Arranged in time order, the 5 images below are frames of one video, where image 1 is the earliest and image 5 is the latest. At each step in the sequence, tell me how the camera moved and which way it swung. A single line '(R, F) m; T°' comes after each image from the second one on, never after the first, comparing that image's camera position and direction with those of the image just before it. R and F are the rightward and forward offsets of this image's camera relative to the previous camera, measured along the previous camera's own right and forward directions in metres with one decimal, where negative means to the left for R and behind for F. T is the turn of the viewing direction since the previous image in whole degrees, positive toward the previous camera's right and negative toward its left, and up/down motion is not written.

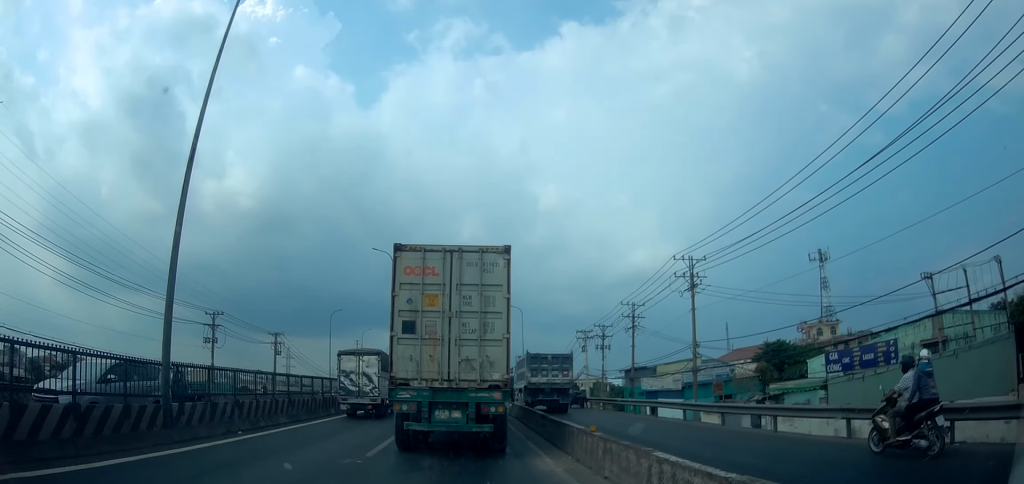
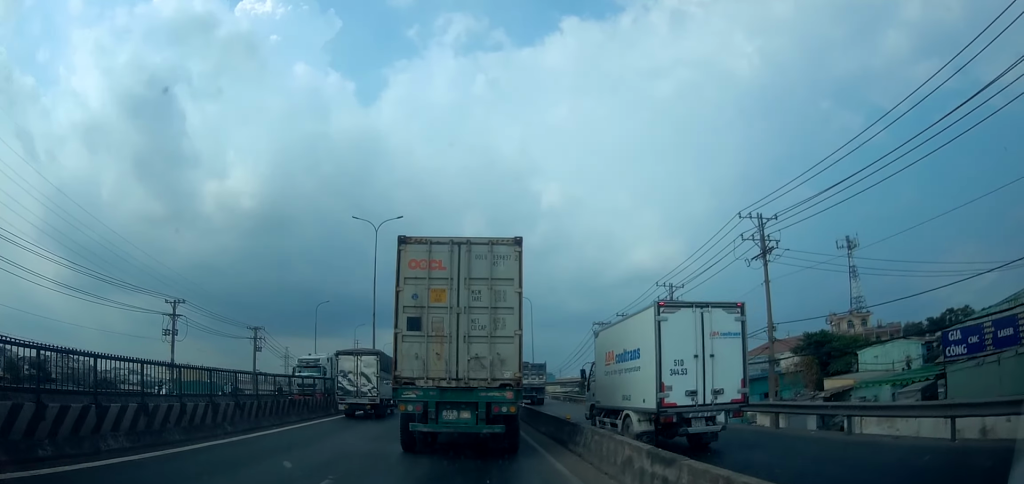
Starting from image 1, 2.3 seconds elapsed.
(+0.2, +9.1) m; 0°
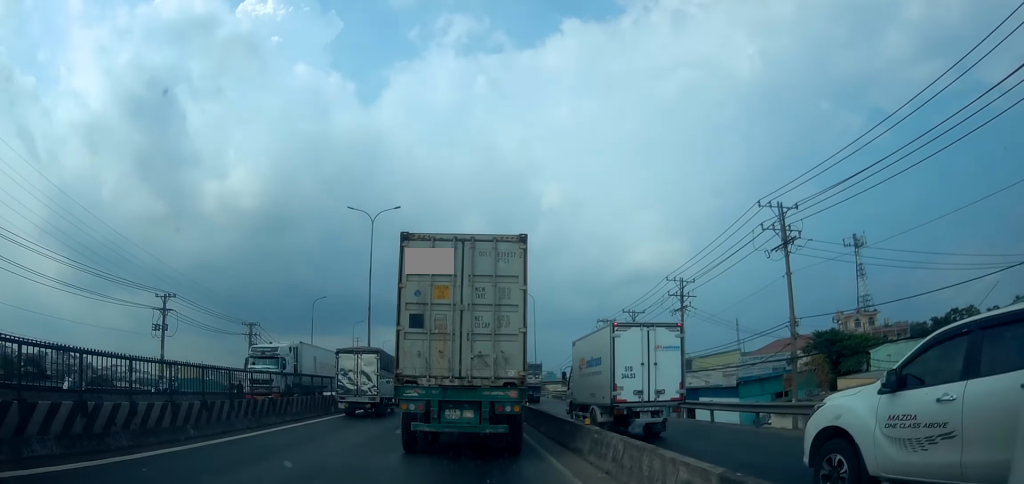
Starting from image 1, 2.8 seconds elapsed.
(+0.4, +1.9) m; 0°
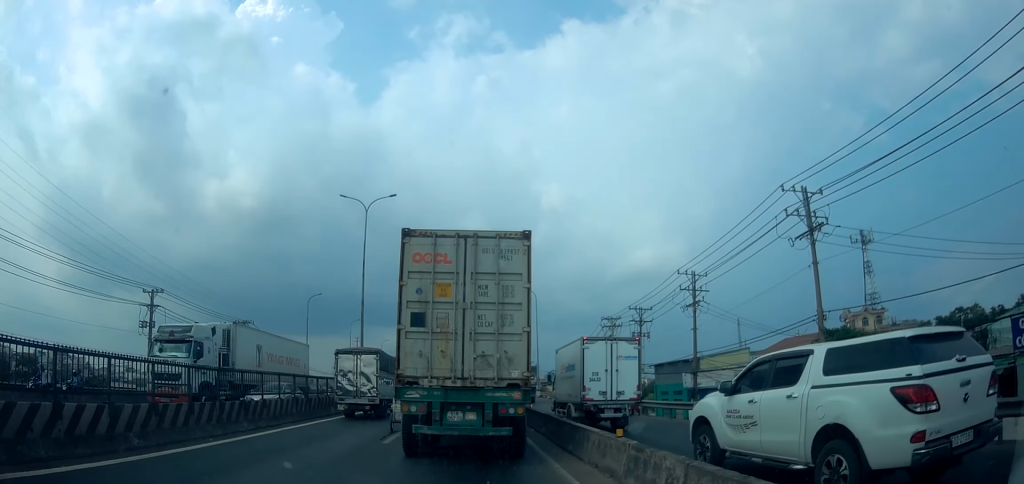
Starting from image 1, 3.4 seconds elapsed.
(-0.5, +2.2) m; 0°
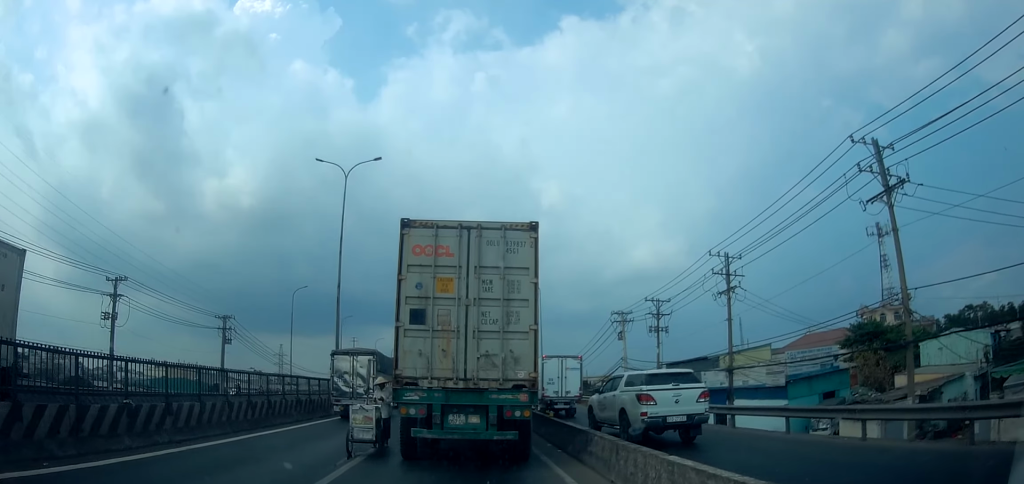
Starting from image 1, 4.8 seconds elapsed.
(+0.5, +5.3) m; +2°
